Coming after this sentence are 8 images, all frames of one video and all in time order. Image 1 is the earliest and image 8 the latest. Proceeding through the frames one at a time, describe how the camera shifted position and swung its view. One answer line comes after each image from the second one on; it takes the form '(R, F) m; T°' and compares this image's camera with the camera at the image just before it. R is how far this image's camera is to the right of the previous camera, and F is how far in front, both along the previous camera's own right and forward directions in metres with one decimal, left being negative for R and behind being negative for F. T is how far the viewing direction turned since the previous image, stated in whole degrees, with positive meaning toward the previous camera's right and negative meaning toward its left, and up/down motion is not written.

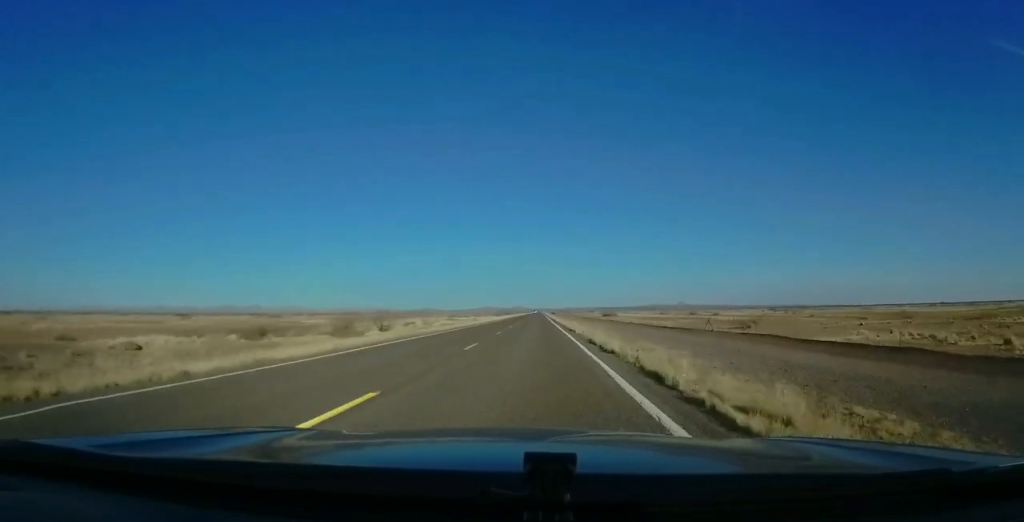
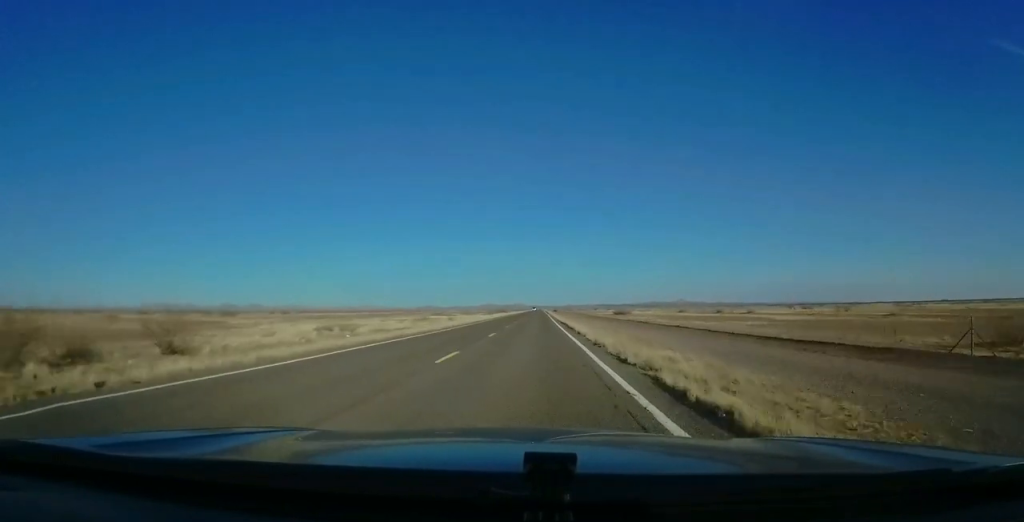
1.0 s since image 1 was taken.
(0.0, +29.0) m; 0°
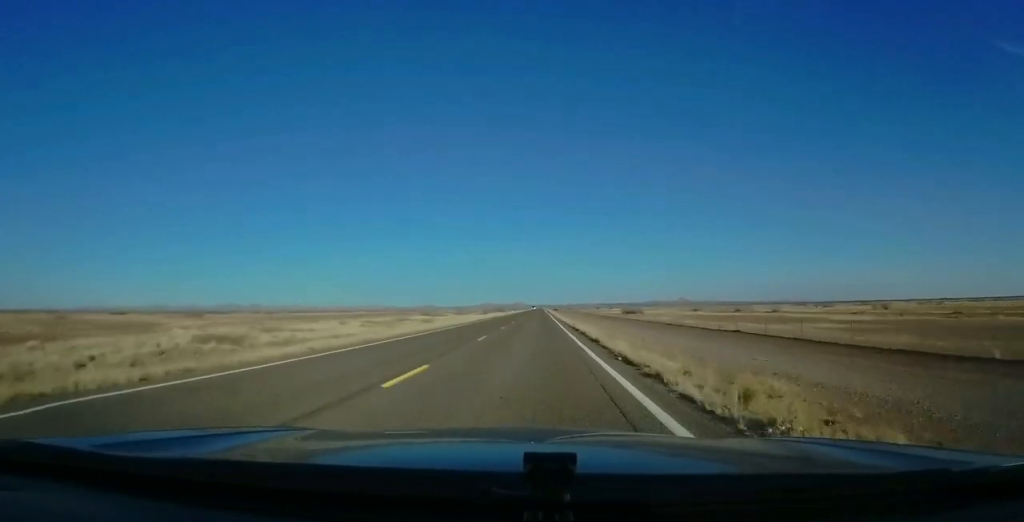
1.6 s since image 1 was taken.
(-0.1, +16.4) m; +1°
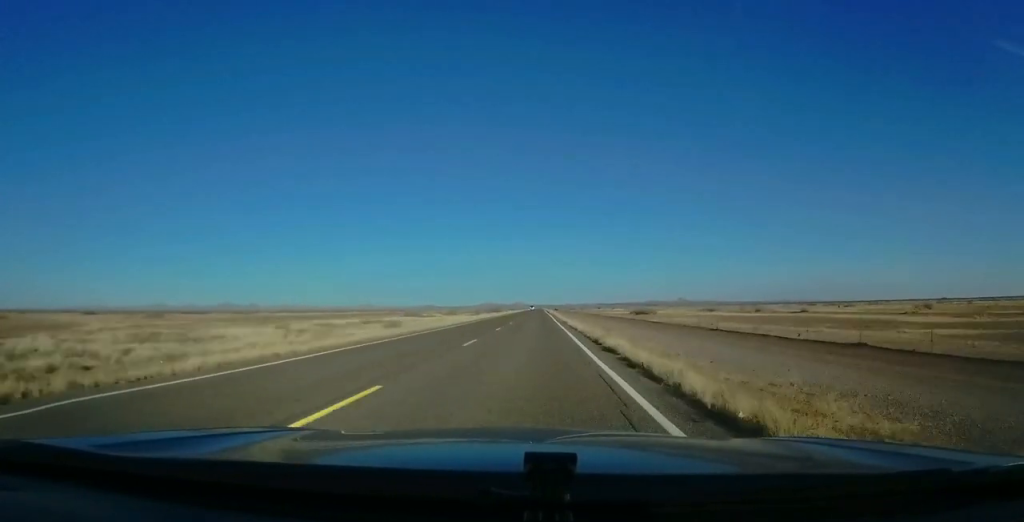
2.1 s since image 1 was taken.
(+0.2, +15.6) m; +1°
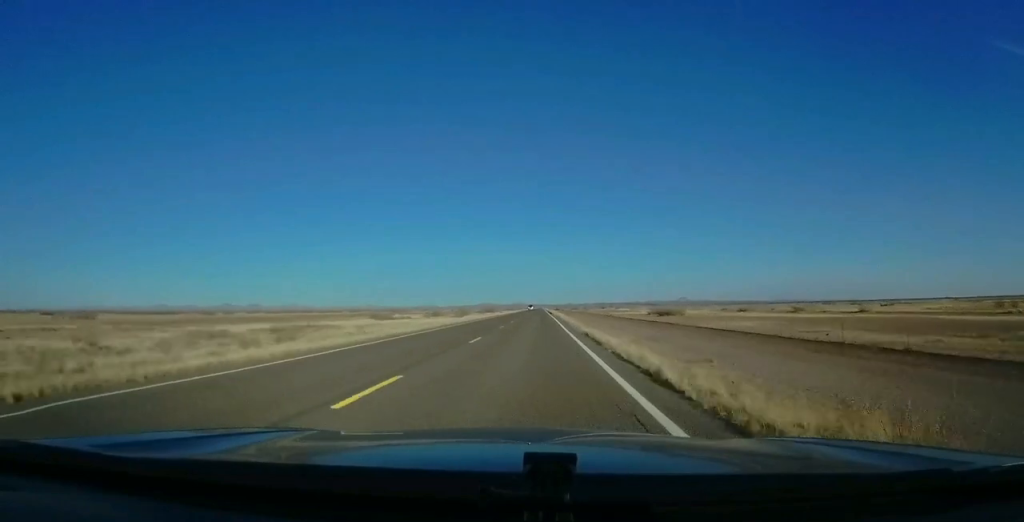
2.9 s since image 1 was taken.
(+0.2, +23.5) m; 0°
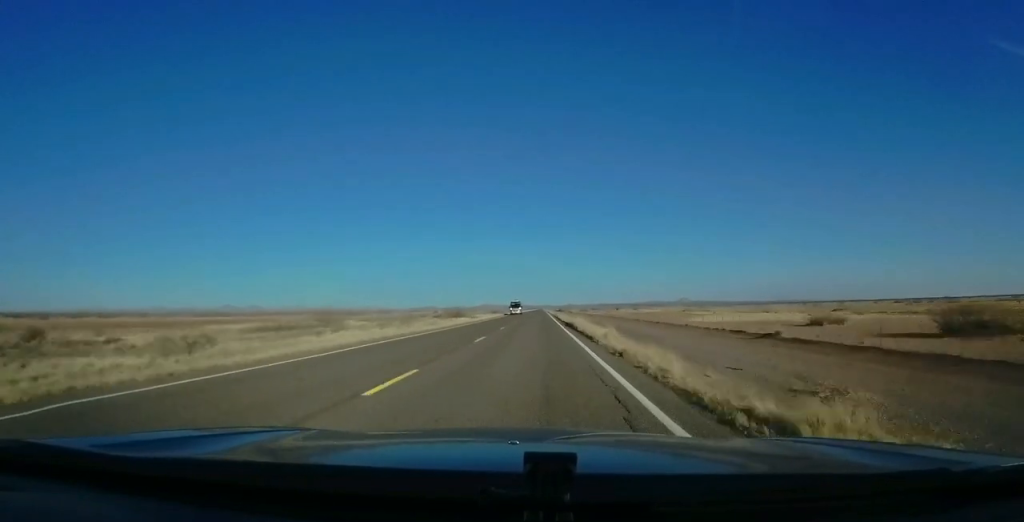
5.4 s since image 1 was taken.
(-0.7, +73.4) m; -1°
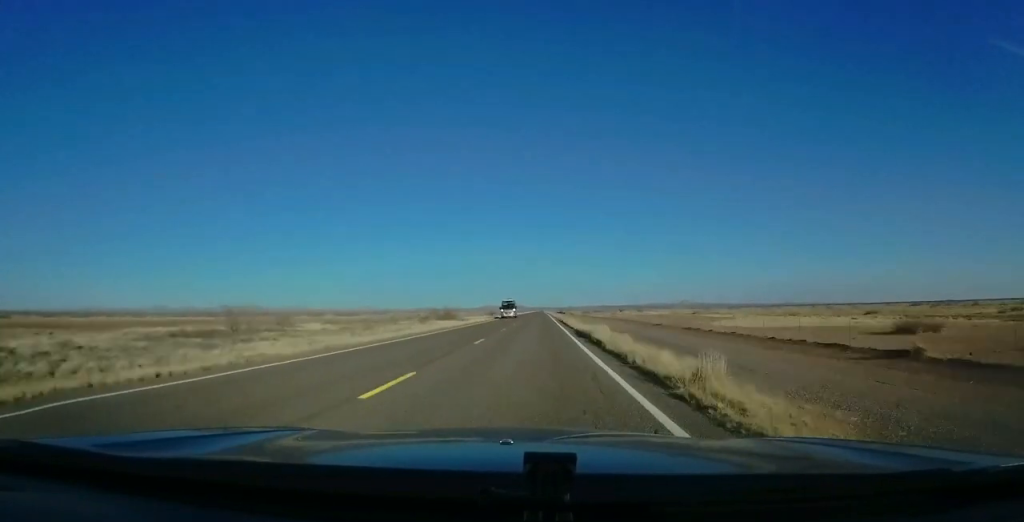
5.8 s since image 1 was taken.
(0.0, +12.7) m; 0°
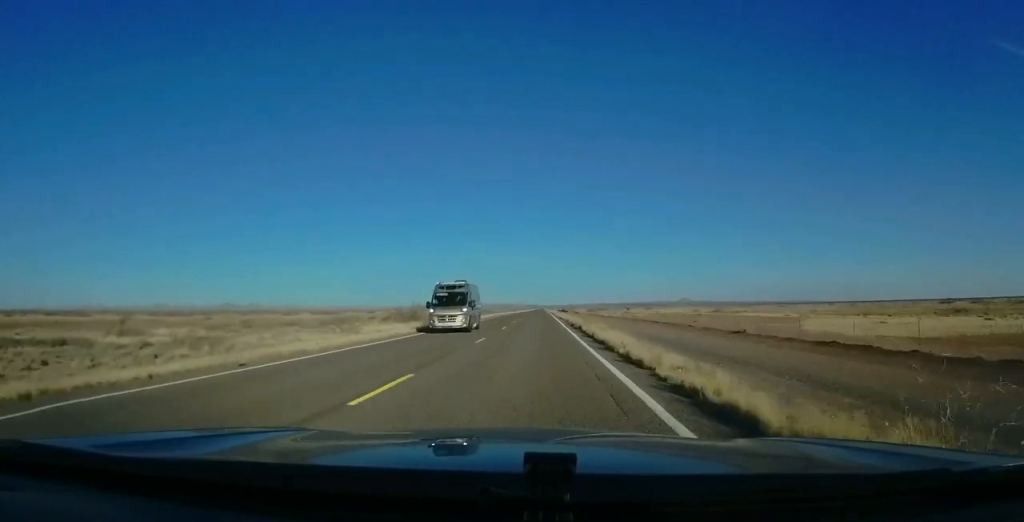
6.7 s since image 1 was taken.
(-0.3, +25.2) m; 0°
